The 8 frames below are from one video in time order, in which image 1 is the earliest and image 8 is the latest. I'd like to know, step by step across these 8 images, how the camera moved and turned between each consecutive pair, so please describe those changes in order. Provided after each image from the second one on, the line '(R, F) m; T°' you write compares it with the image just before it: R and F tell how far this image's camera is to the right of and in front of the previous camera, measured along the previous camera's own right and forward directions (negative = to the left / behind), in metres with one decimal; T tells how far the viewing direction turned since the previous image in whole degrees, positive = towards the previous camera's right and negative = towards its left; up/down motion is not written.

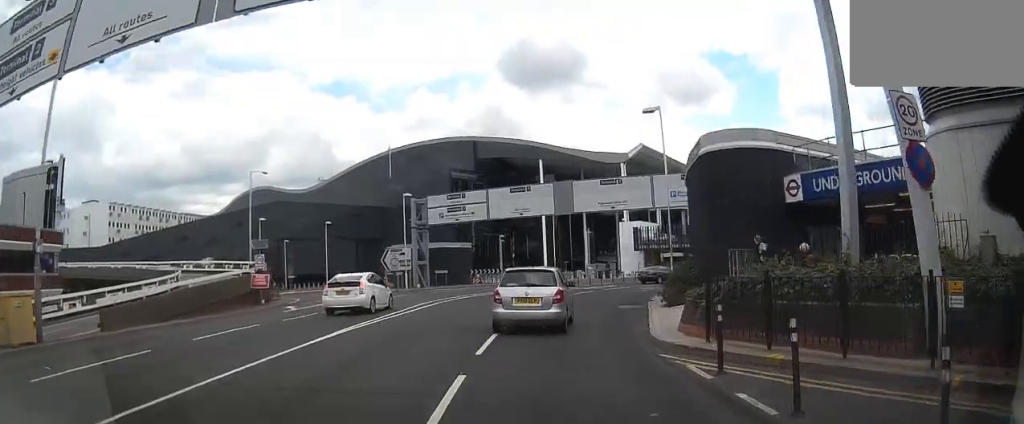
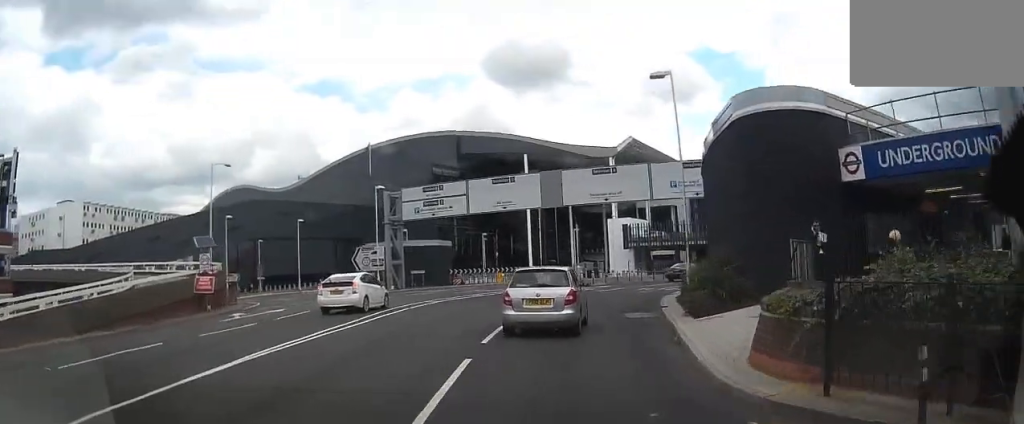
(+0.2, +3.9) m; +3°
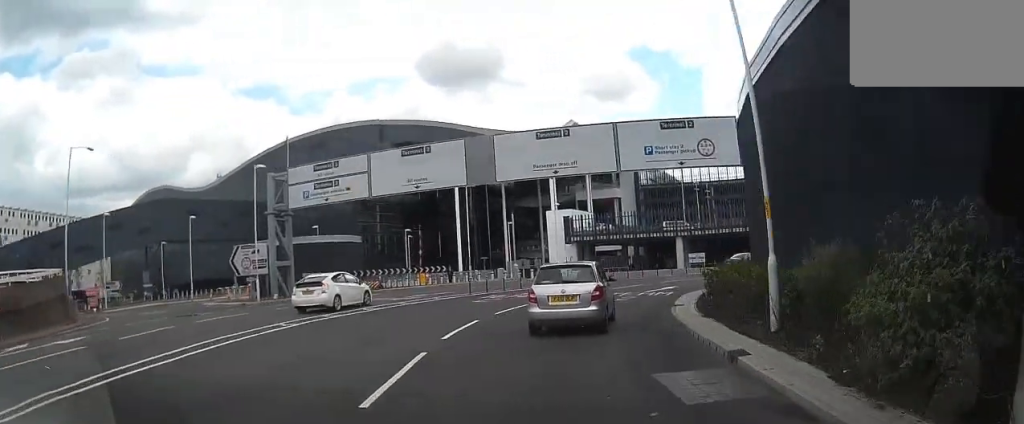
(+0.6, +9.7) m; +10°
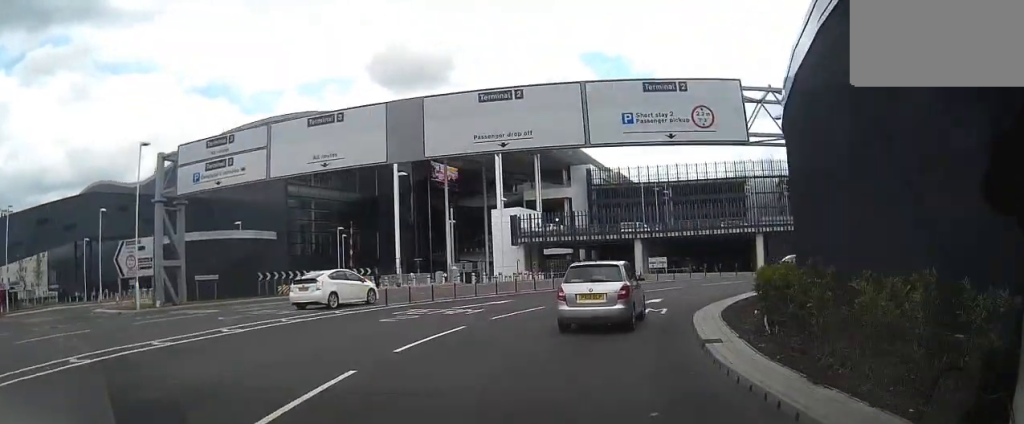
(+0.4, +6.6) m; +11°
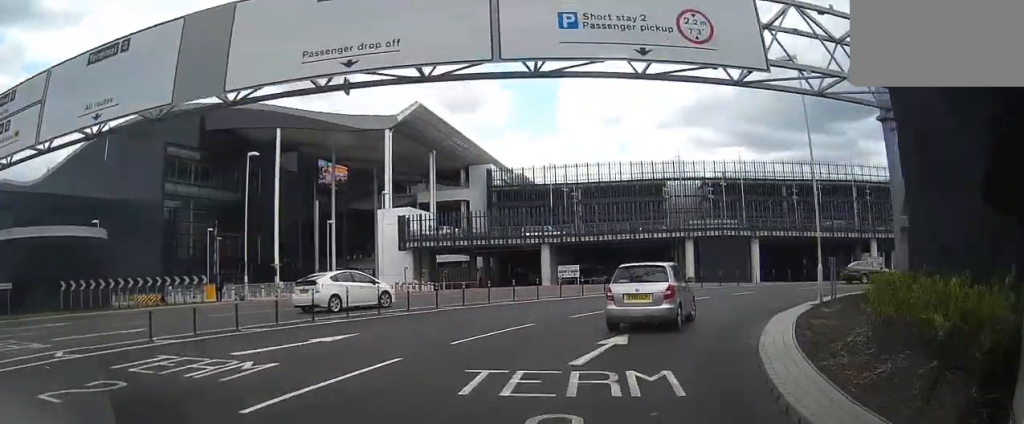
(+1.4, +8.8) m; +19°
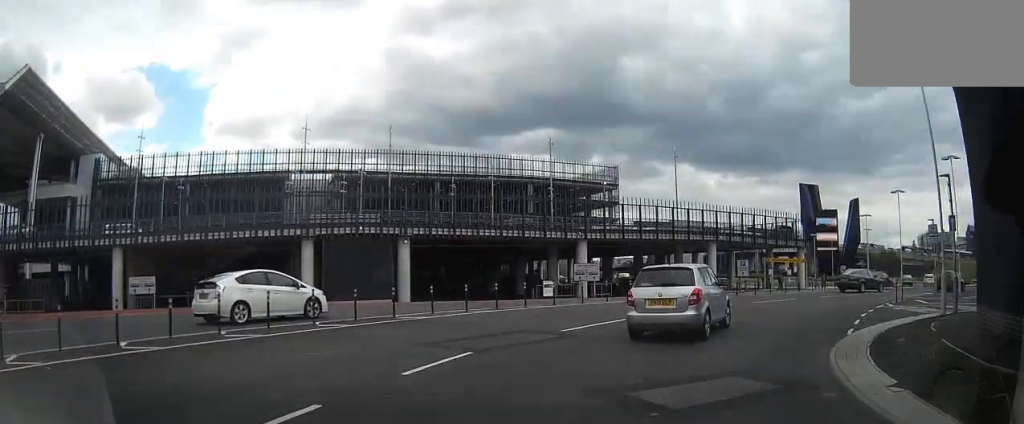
(+5.5, +16.0) m; +37°
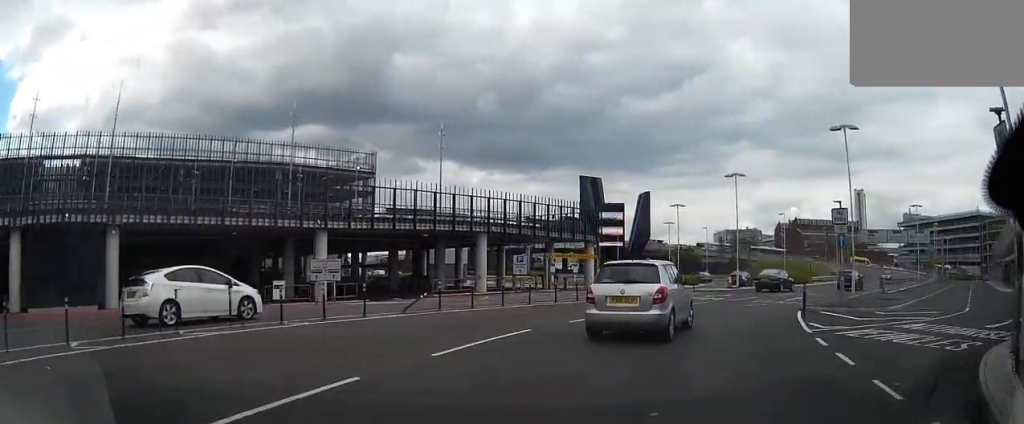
(+1.7, +9.6) m; +18°
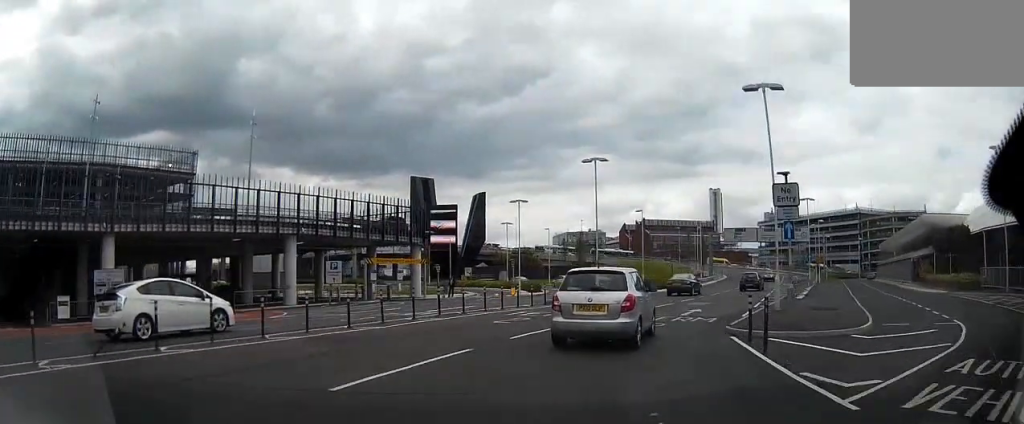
(+0.9, +8.4) m; +10°
